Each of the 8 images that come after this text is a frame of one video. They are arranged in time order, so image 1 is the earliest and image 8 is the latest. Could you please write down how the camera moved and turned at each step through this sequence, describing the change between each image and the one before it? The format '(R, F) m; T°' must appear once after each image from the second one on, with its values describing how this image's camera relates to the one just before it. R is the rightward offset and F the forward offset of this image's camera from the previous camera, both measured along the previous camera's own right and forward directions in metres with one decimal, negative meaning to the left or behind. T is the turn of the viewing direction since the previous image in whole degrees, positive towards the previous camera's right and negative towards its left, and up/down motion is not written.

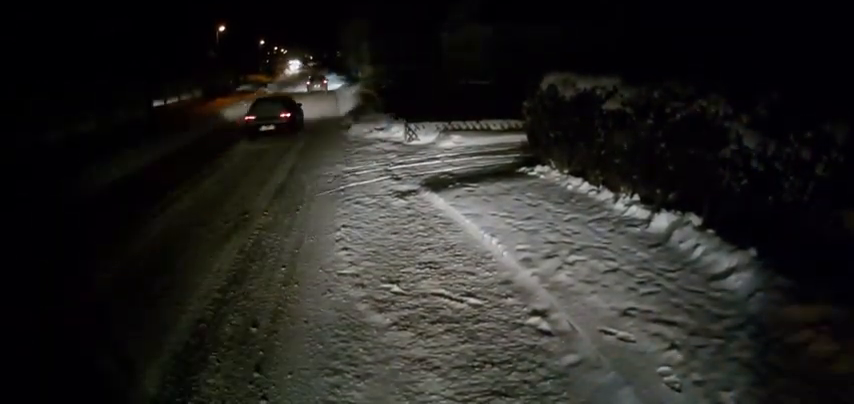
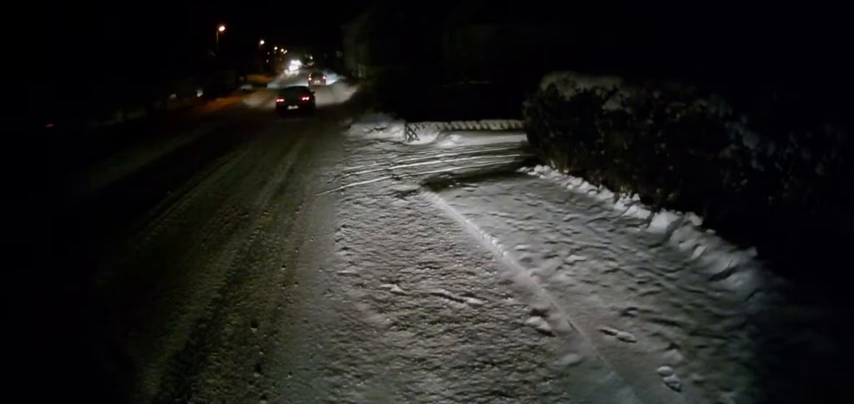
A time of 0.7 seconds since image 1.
(0.0, 0.0) m; 0°
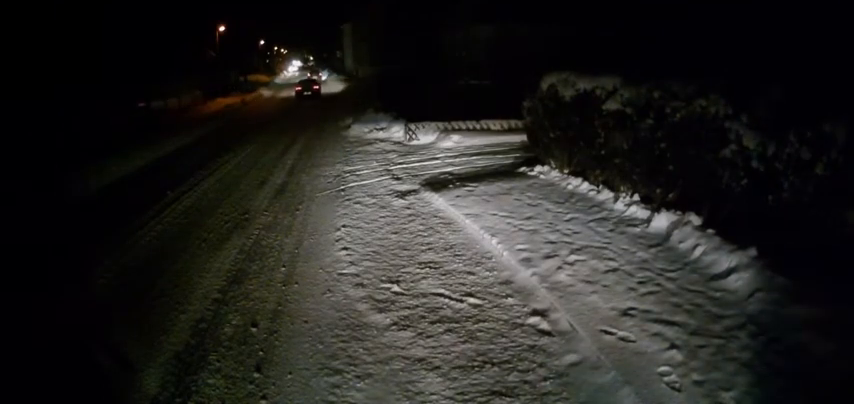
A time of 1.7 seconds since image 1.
(0.0, 0.0) m; 0°
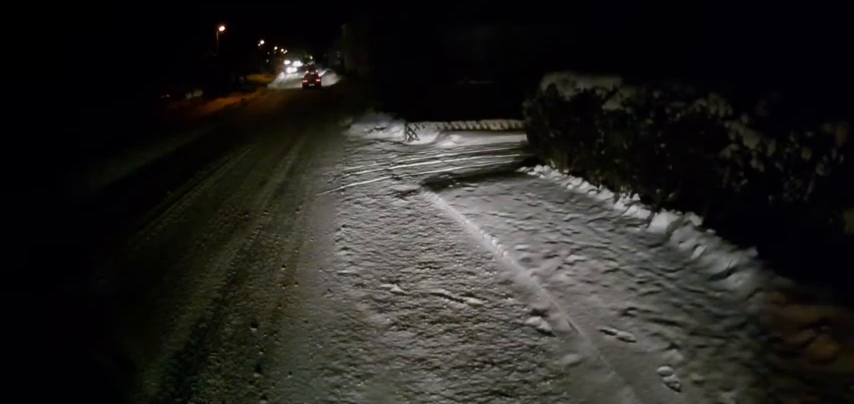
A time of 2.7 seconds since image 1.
(0.0, 0.0) m; 0°
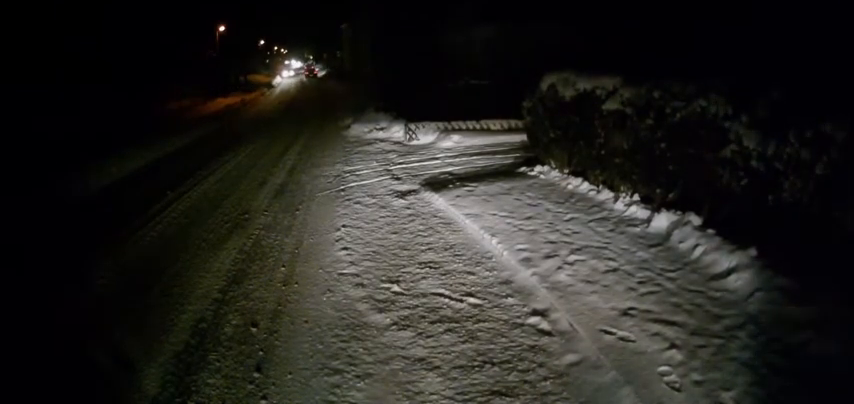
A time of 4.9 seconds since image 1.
(-0.1, +0.4) m; 0°
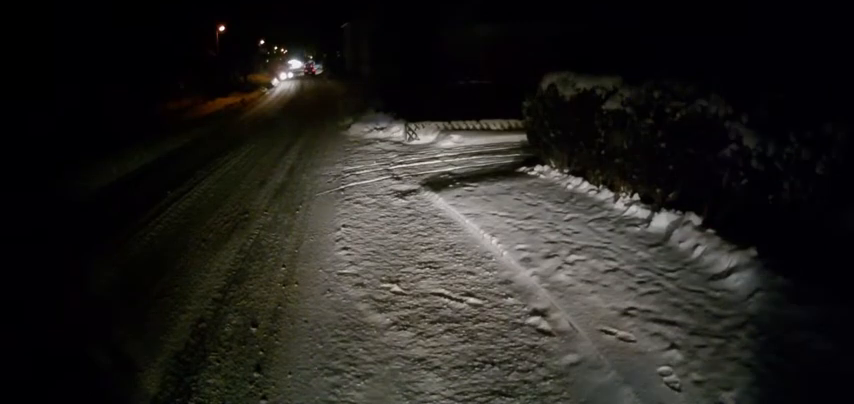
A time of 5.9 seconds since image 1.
(0.0, 0.0) m; 0°
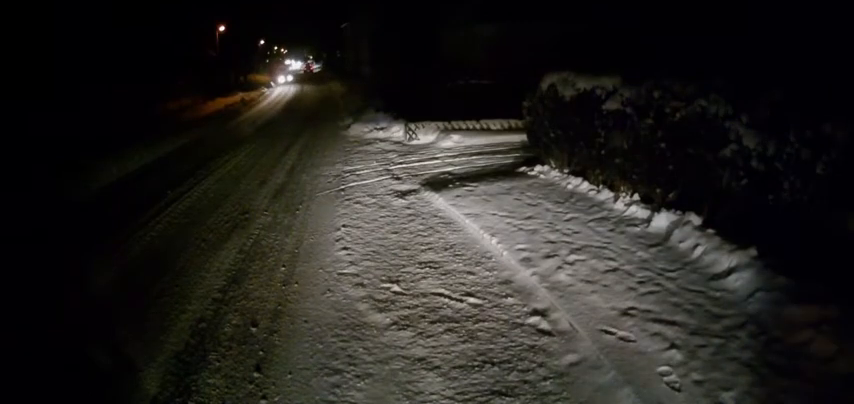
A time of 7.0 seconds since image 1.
(0.0, +0.2) m; 0°
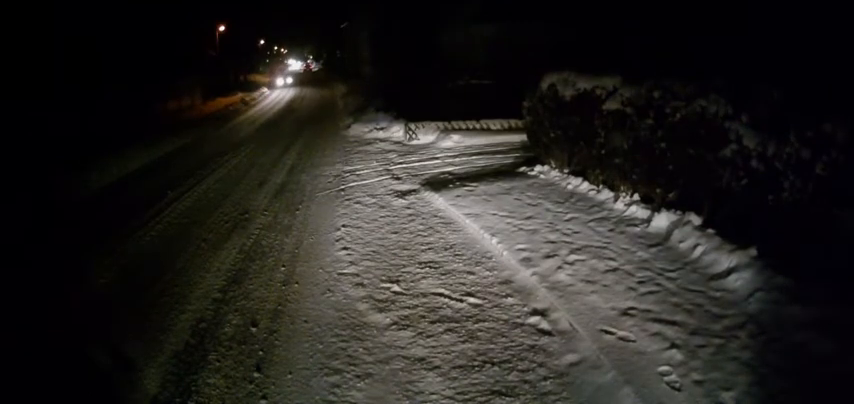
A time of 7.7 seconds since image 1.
(0.0, 0.0) m; 0°
